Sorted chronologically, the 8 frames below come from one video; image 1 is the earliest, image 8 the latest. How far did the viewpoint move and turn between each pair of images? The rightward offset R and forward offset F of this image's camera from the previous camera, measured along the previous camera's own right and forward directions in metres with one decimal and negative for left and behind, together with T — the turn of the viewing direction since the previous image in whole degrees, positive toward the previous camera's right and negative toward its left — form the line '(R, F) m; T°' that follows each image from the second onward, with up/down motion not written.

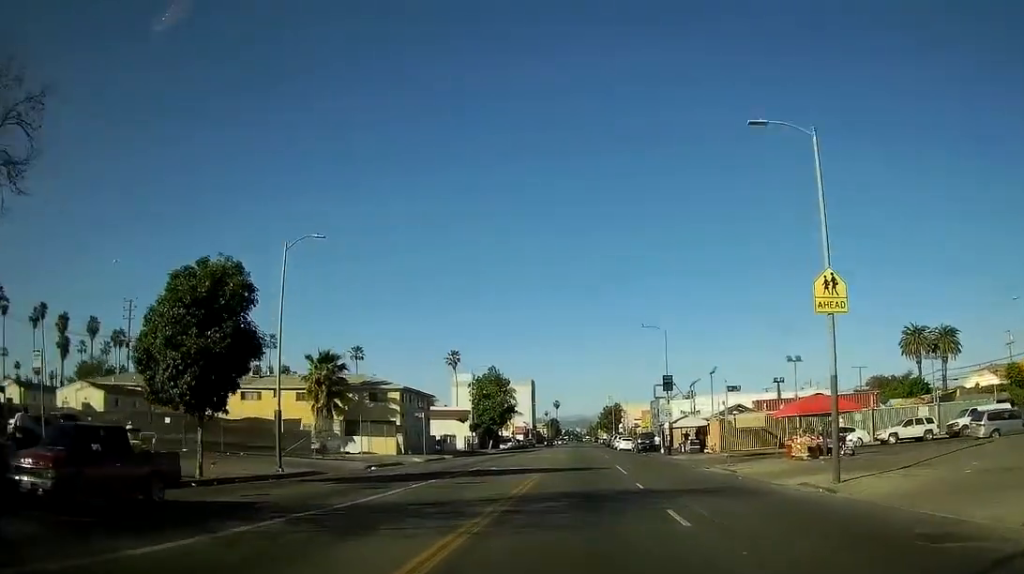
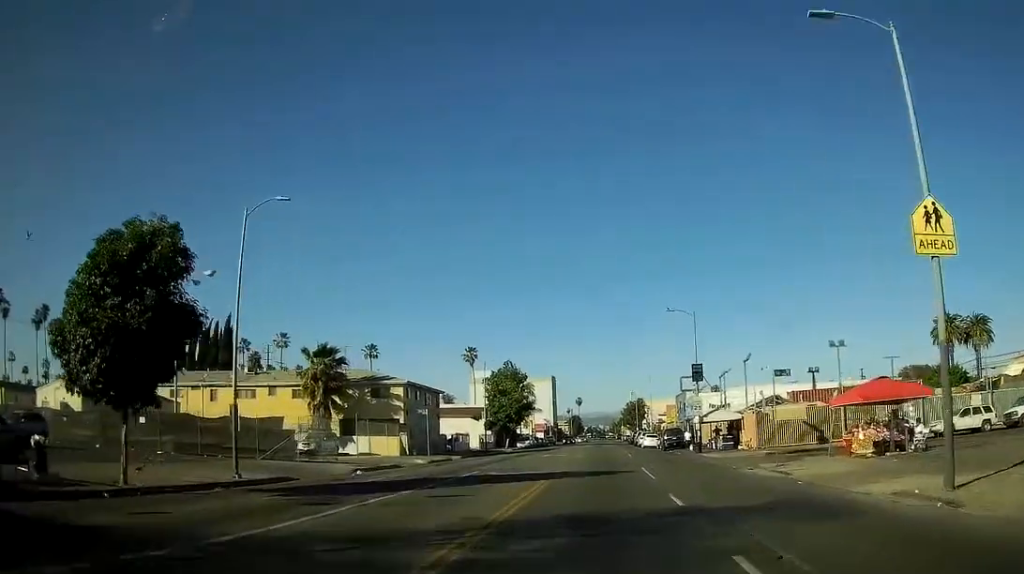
(-0.6, +5.0) m; -4°
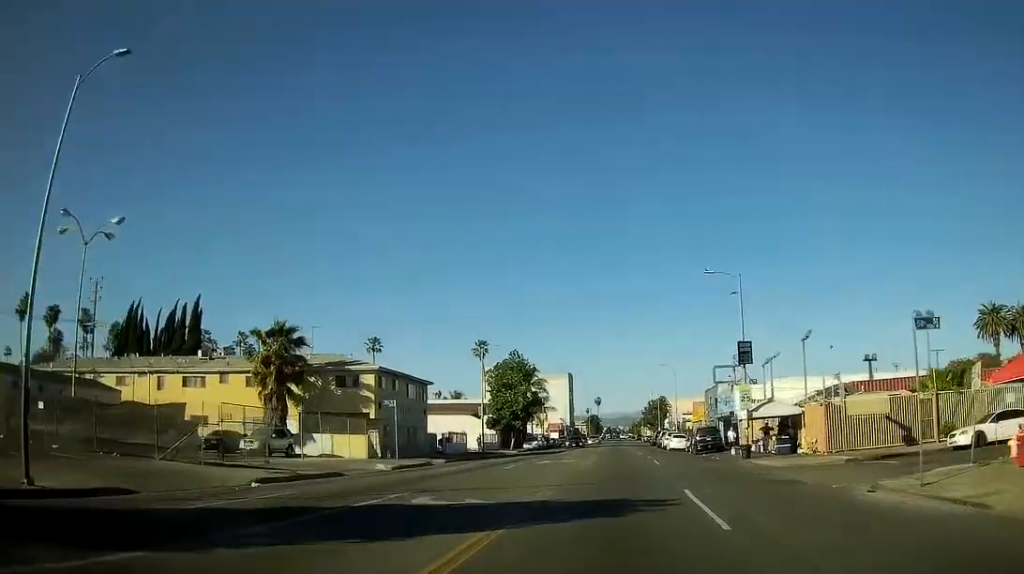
(-0.6, +10.9) m; -7°
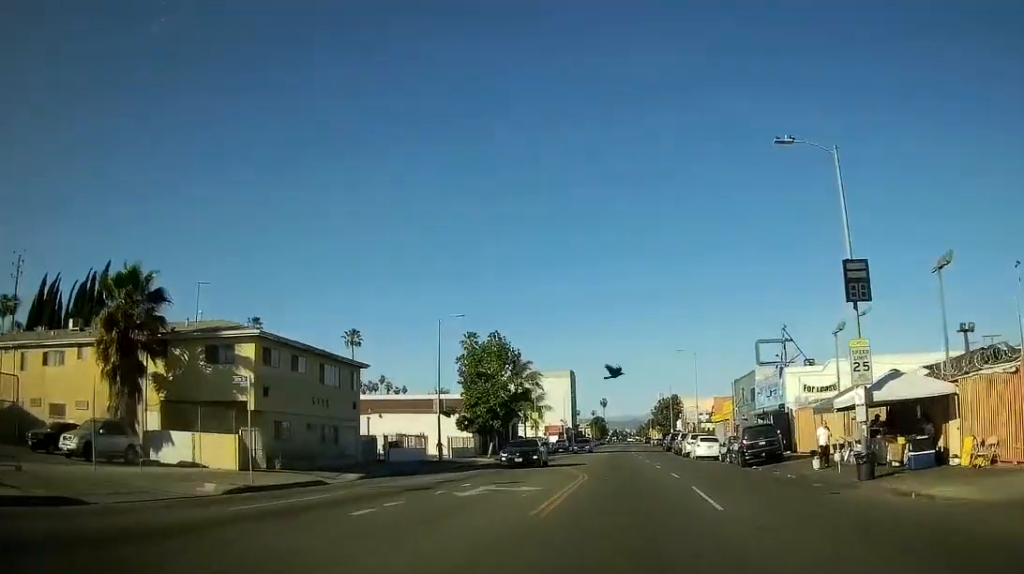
(-1.3, +16.2) m; -7°
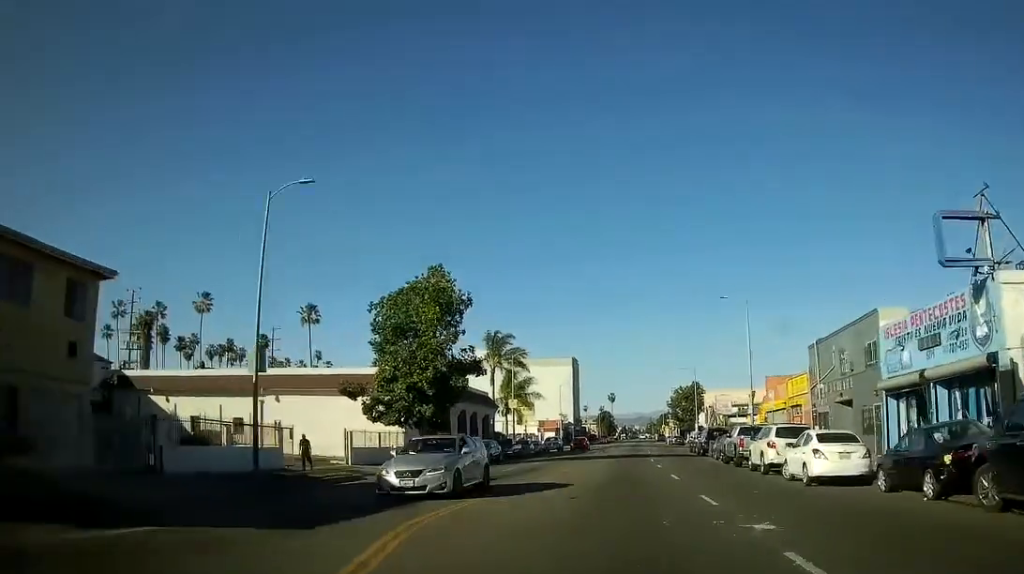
(0.0, +25.3) m; +1°
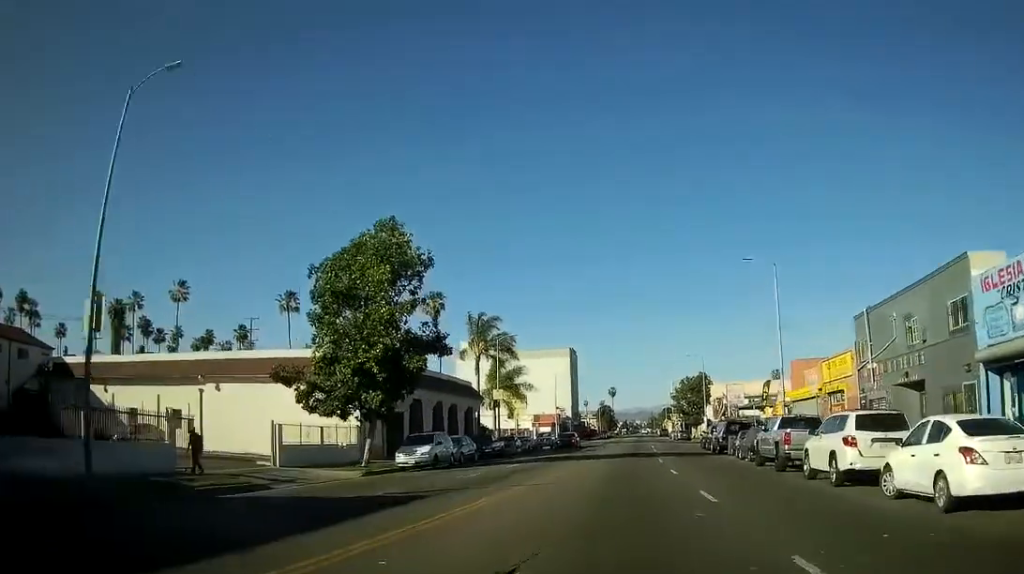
(+0.2, +8.9) m; +1°
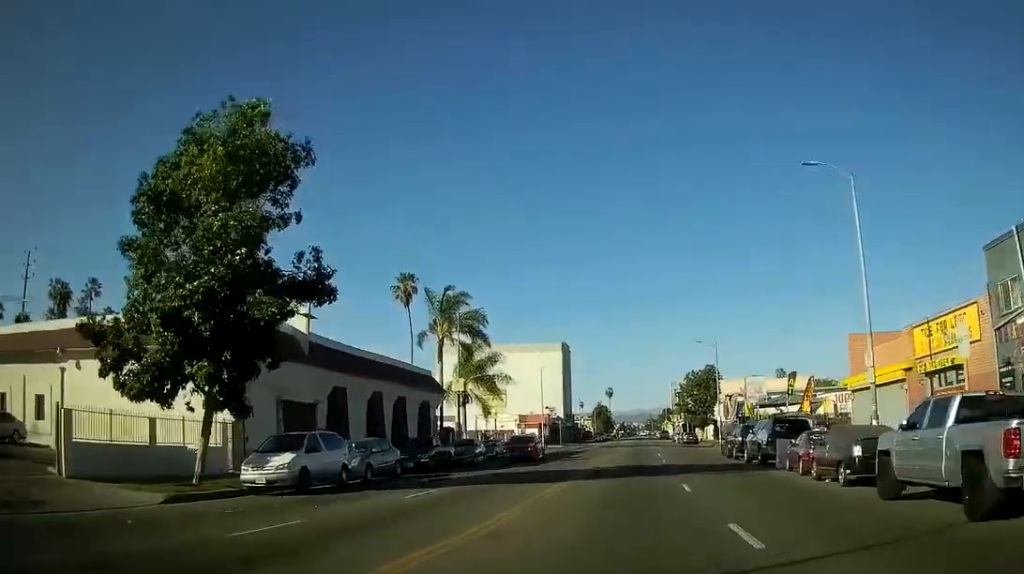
(+0.1, +13.3) m; -1°
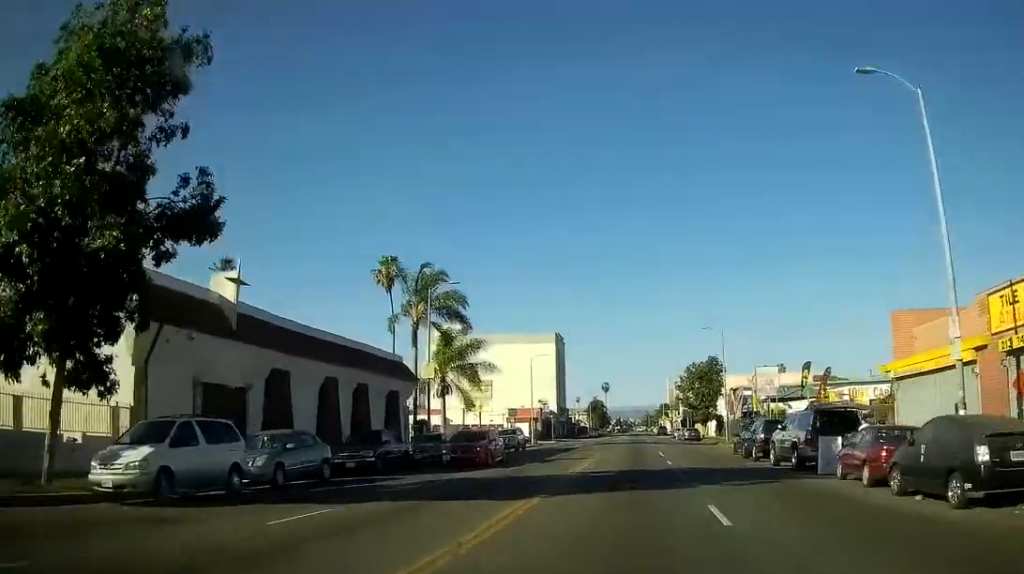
(+0.1, +6.8) m; -1°
